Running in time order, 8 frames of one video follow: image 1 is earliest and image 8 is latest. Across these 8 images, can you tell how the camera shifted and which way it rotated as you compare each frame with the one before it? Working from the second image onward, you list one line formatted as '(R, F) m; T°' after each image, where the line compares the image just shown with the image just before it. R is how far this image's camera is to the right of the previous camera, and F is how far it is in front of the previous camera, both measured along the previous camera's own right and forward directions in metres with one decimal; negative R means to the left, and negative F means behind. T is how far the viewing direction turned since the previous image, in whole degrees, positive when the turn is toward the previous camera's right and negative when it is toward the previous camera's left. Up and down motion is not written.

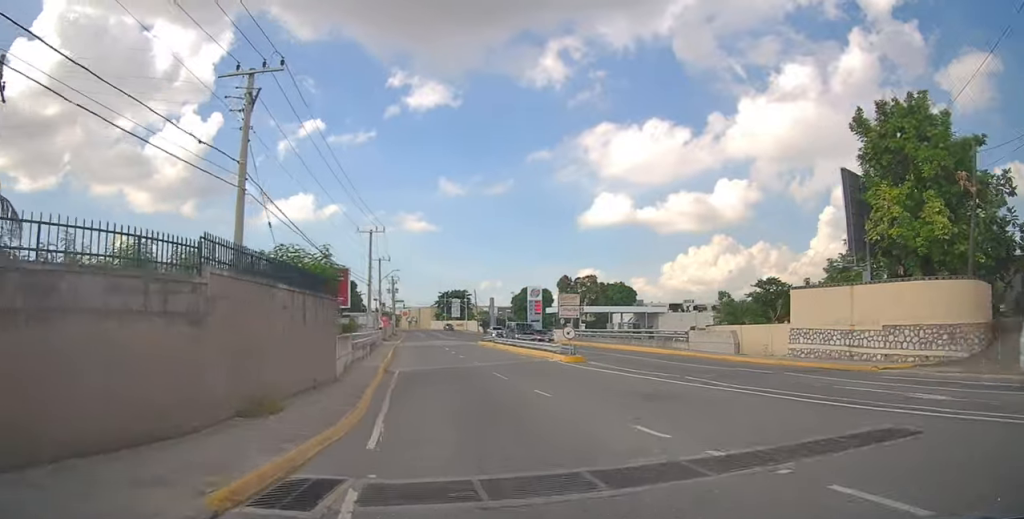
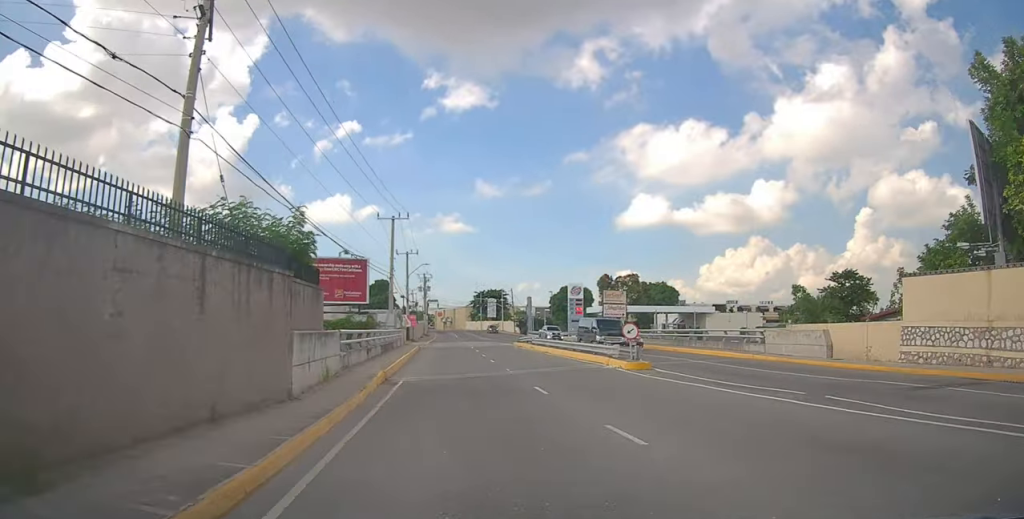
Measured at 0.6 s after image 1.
(-0.4, +5.2) m; -3°
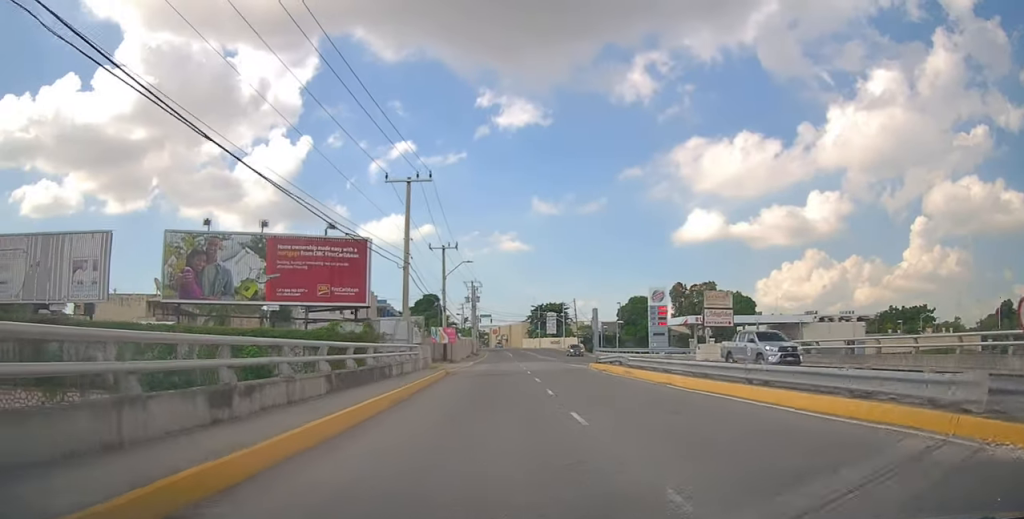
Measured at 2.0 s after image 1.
(-0.4, +13.9) m; -5°
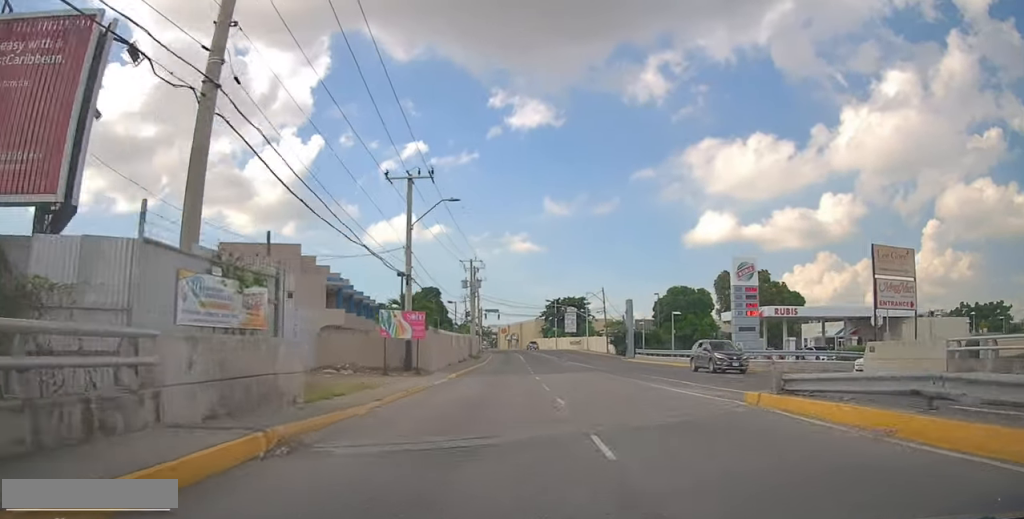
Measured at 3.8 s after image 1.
(-1.3, +20.5) m; -5°
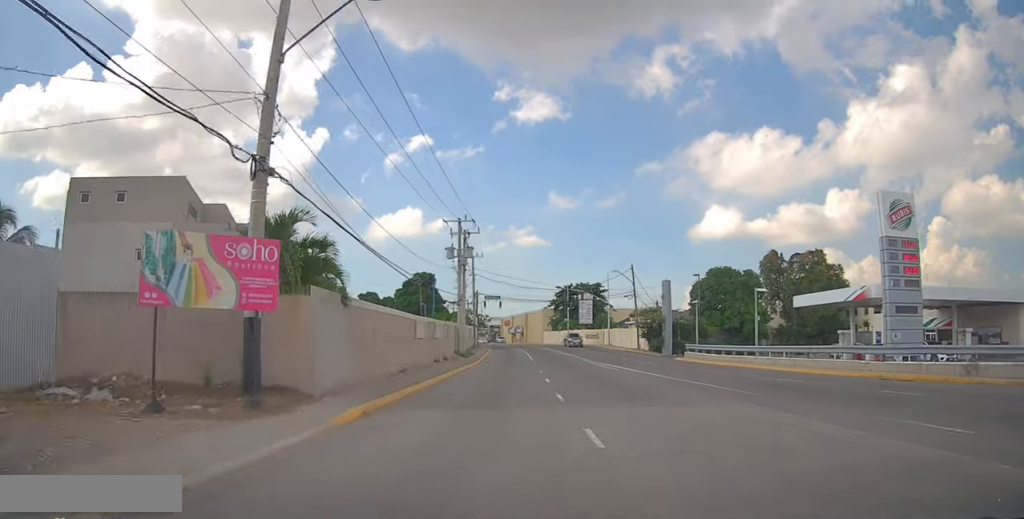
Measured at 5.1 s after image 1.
(-0.2, +17.1) m; -1°
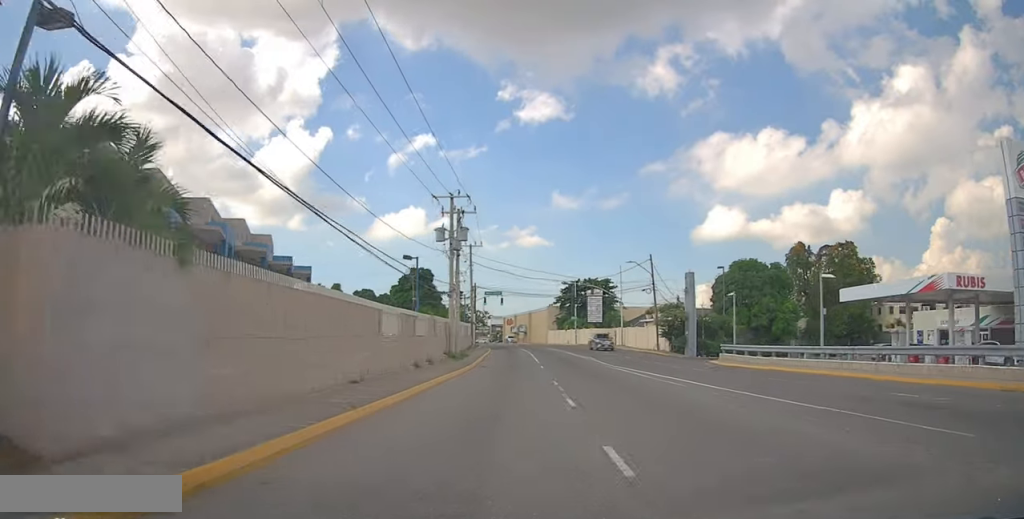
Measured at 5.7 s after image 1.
(0.0, +7.4) m; 0°
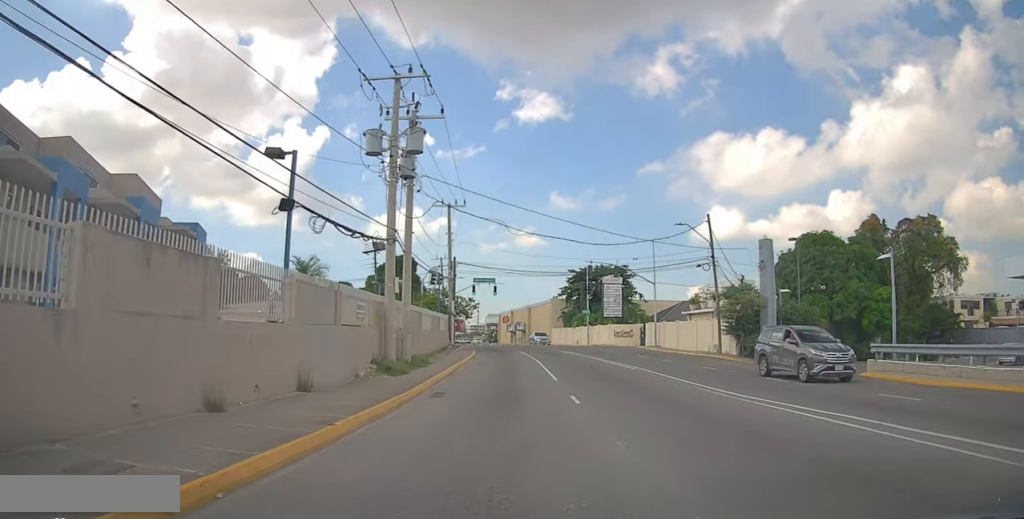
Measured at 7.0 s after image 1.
(0.0, +17.6) m; +1°
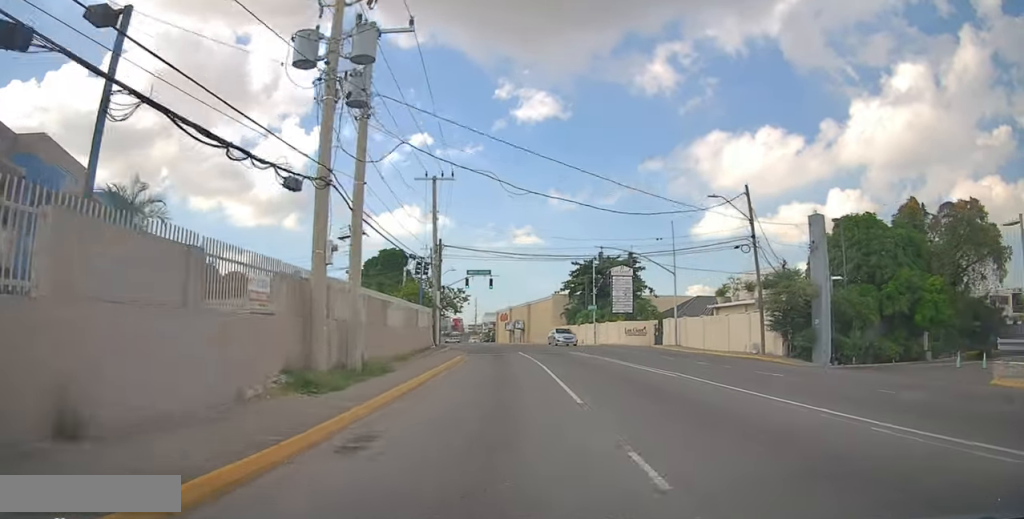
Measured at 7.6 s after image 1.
(+0.3, +7.0) m; 0°
